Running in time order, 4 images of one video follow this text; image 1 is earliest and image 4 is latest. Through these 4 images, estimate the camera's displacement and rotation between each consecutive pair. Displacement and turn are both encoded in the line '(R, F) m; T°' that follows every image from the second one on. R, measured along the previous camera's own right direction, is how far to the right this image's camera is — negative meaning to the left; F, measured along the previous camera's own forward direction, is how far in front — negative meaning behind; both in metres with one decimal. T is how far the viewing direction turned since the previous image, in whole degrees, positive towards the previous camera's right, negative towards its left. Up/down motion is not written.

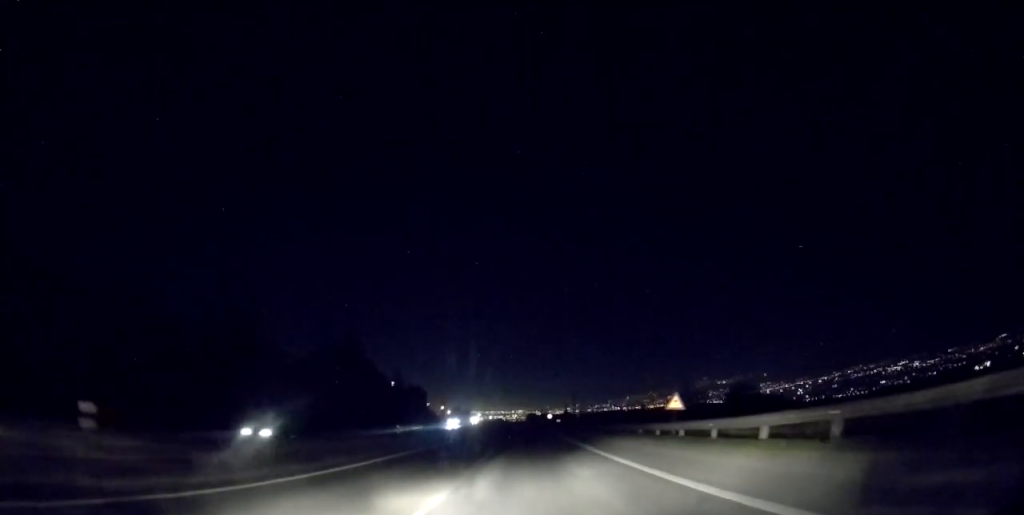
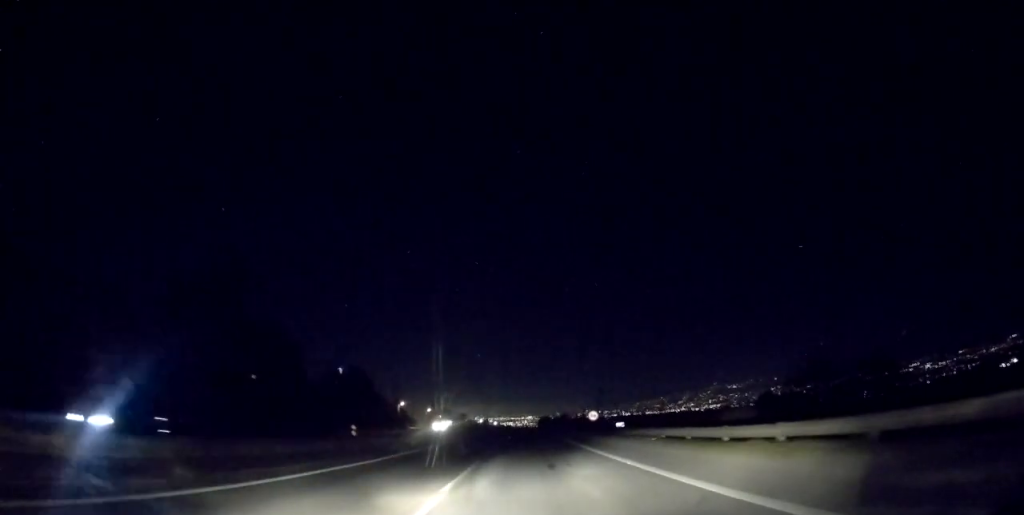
(-0.4, +60.6) m; -1°
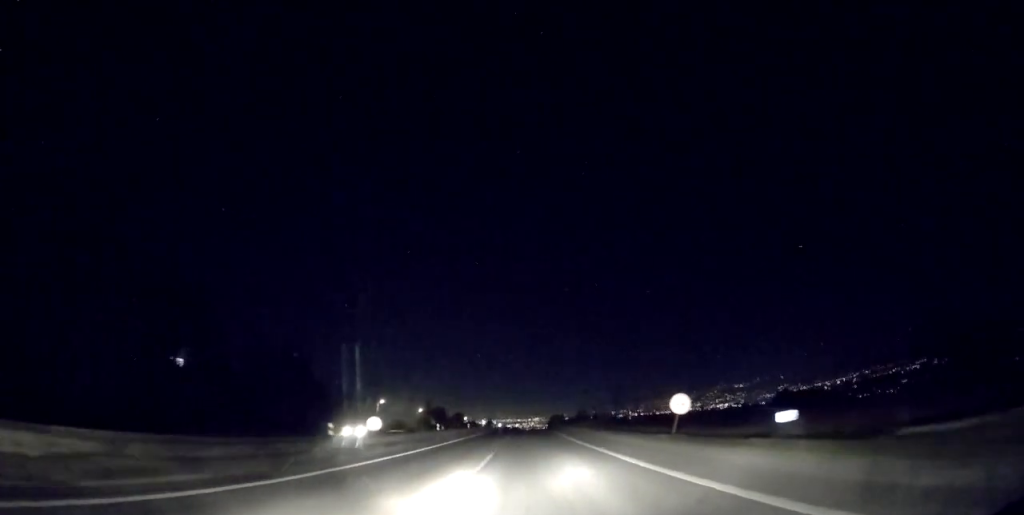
(-0.6, +27.7) m; 0°
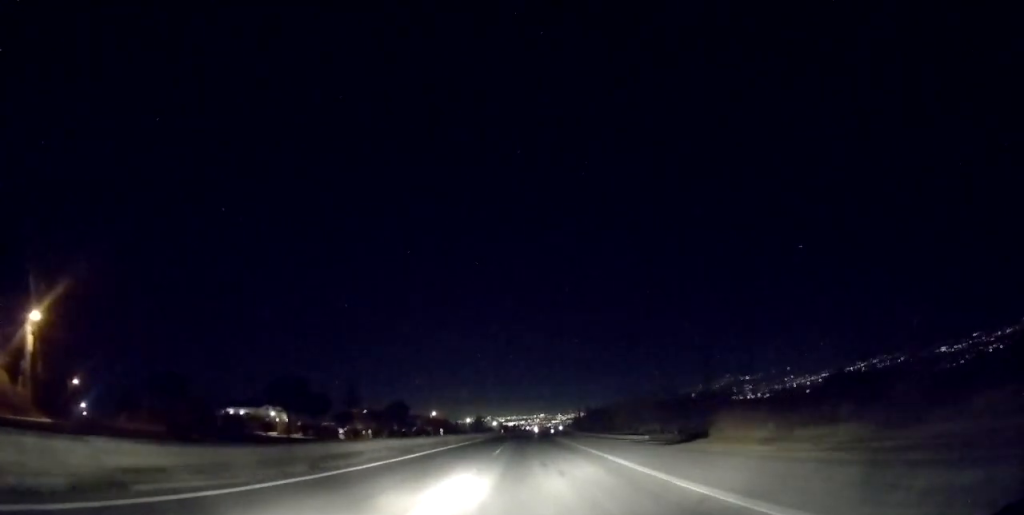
(+0.3, +85.7) m; 0°
